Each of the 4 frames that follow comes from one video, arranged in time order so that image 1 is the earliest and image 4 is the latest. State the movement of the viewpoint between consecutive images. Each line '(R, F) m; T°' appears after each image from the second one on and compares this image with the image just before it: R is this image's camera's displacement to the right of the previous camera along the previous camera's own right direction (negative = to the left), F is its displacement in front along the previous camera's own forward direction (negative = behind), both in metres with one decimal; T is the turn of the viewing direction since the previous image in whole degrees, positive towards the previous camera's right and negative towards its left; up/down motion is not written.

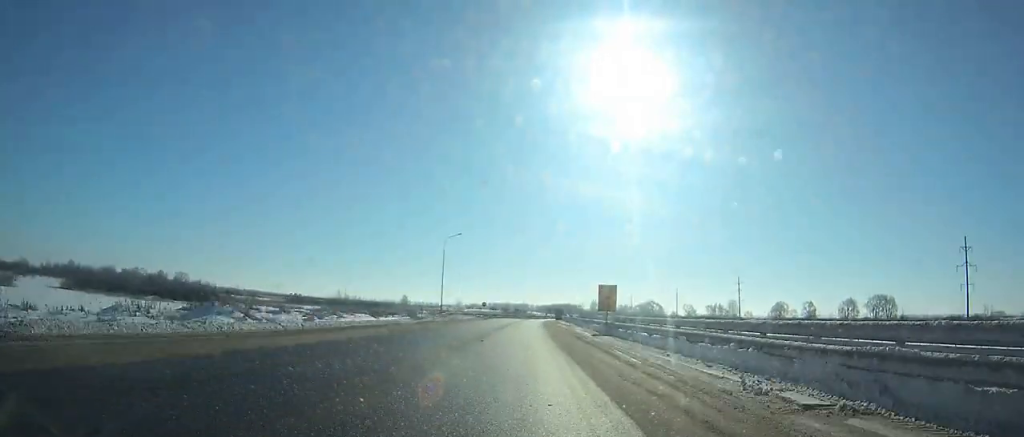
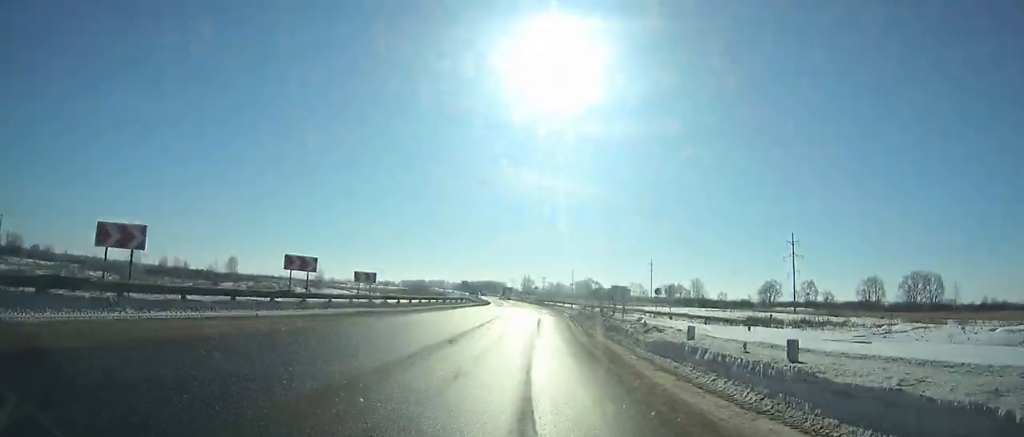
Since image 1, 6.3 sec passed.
(+4.7, +114.0) m; +6°
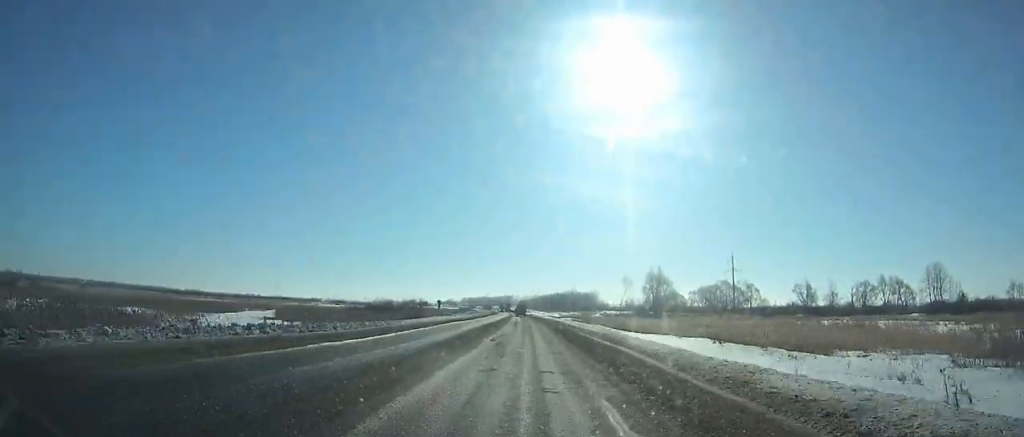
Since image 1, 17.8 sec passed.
(-10.3, +207.9) m; -6°
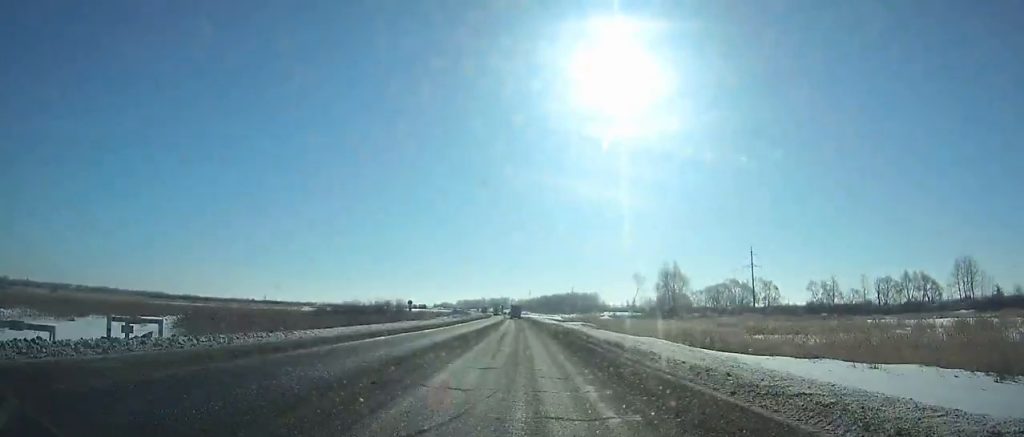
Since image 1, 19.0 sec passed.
(0.0, +22.9) m; 0°
